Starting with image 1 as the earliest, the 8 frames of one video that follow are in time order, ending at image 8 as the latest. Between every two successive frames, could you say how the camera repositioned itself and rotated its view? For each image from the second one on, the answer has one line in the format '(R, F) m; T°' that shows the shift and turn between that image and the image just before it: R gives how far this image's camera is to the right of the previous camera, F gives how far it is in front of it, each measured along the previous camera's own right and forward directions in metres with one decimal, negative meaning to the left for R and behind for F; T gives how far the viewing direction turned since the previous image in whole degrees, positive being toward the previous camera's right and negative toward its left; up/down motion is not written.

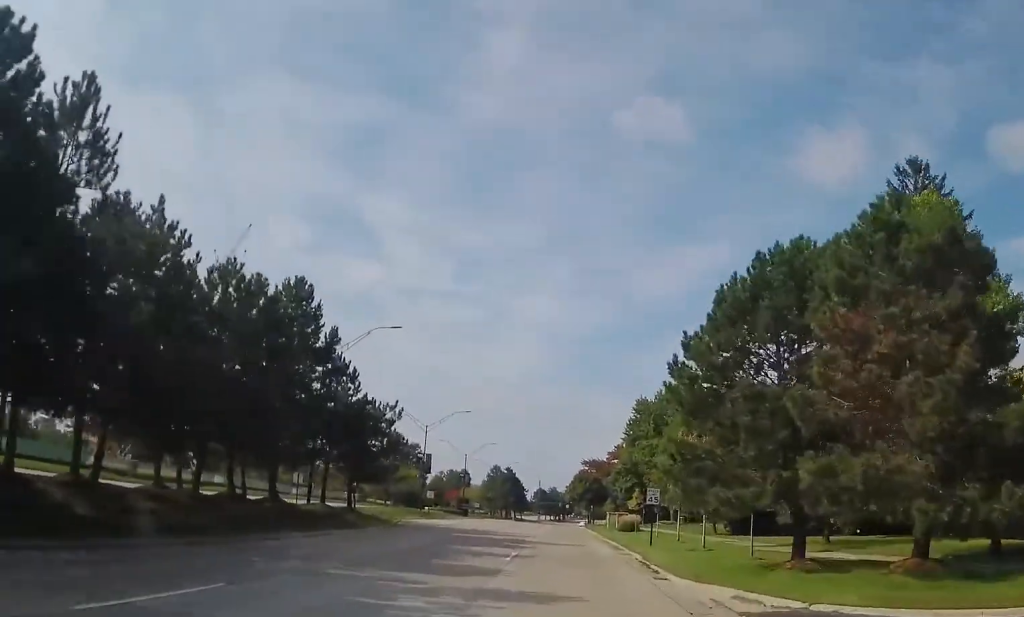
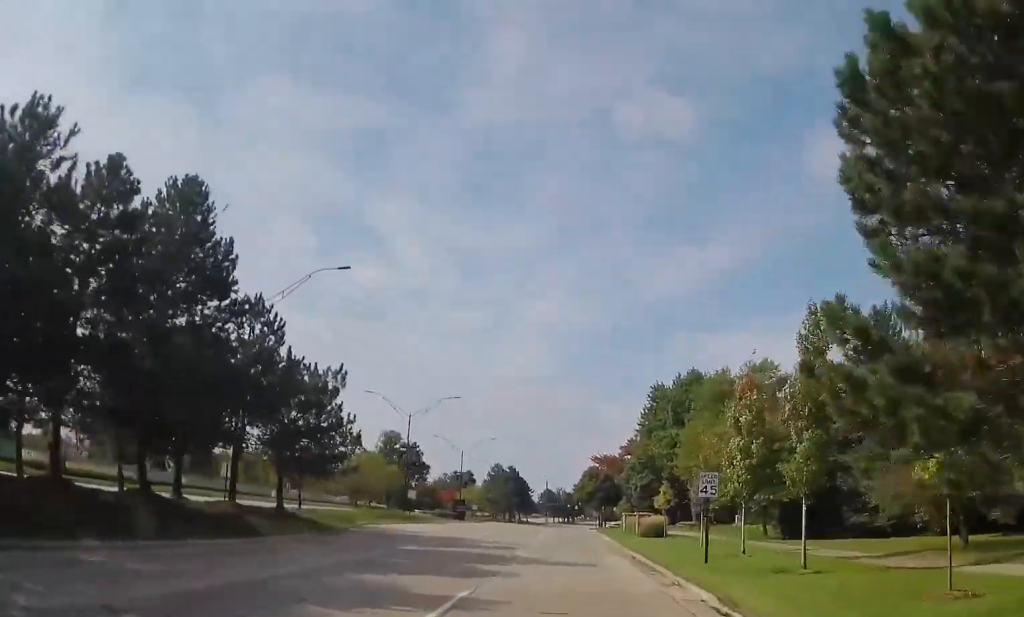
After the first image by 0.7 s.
(+0.1, +12.4) m; -1°
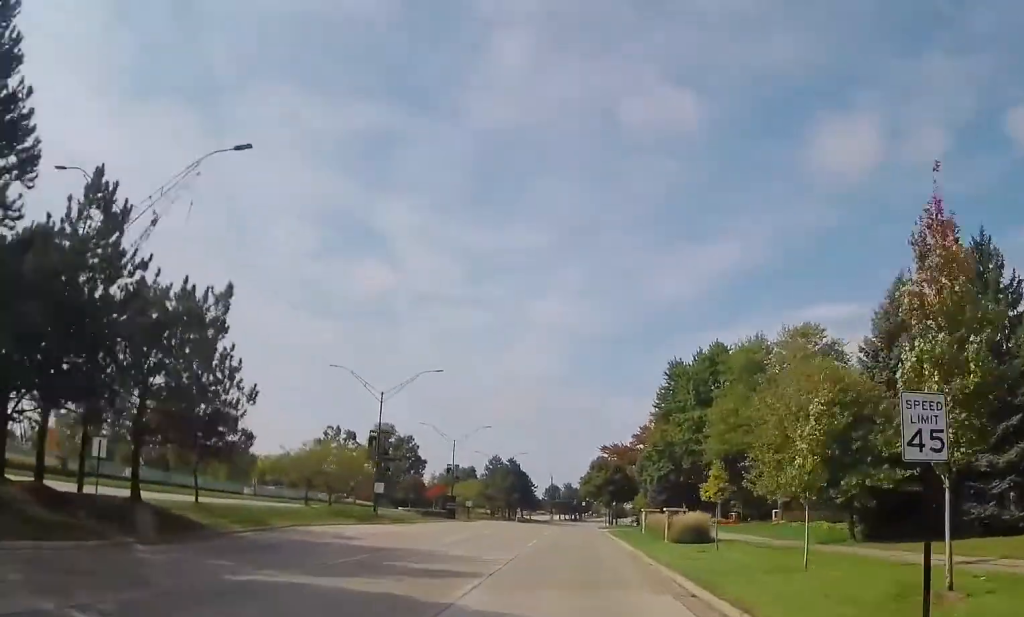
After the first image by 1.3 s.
(-0.4, +12.8) m; -1°
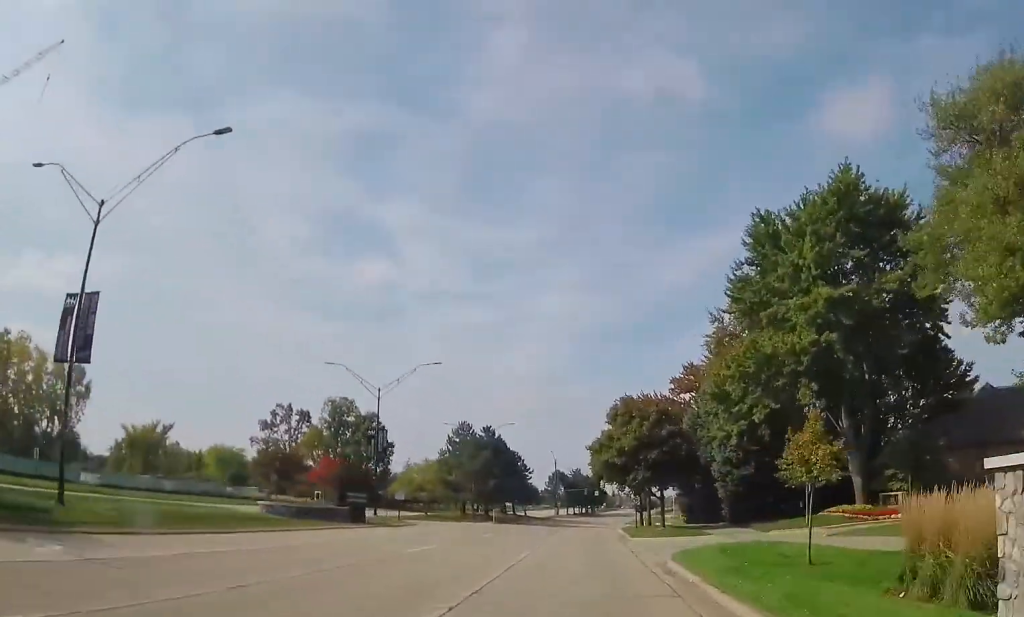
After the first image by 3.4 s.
(+0.1, +41.0) m; 0°
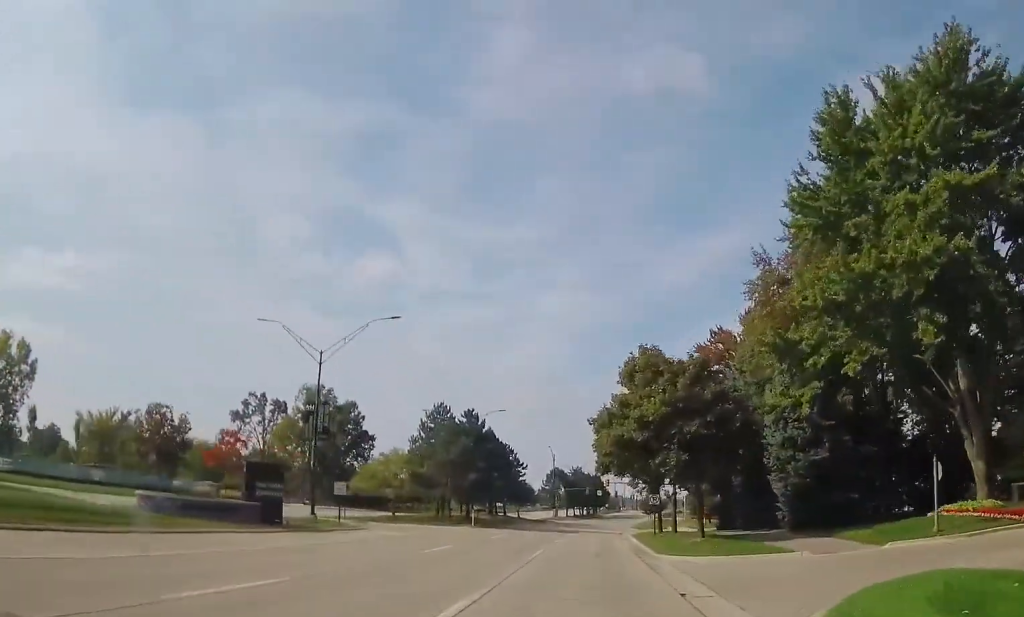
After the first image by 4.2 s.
(-0.2, +14.5) m; -1°
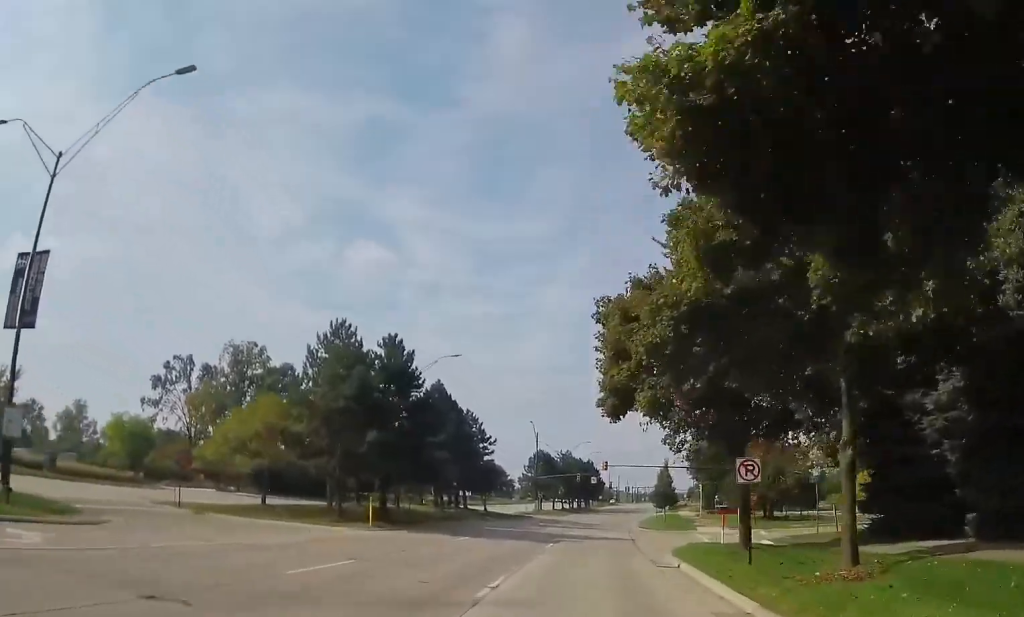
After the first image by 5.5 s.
(-0.5, +27.0) m; 0°
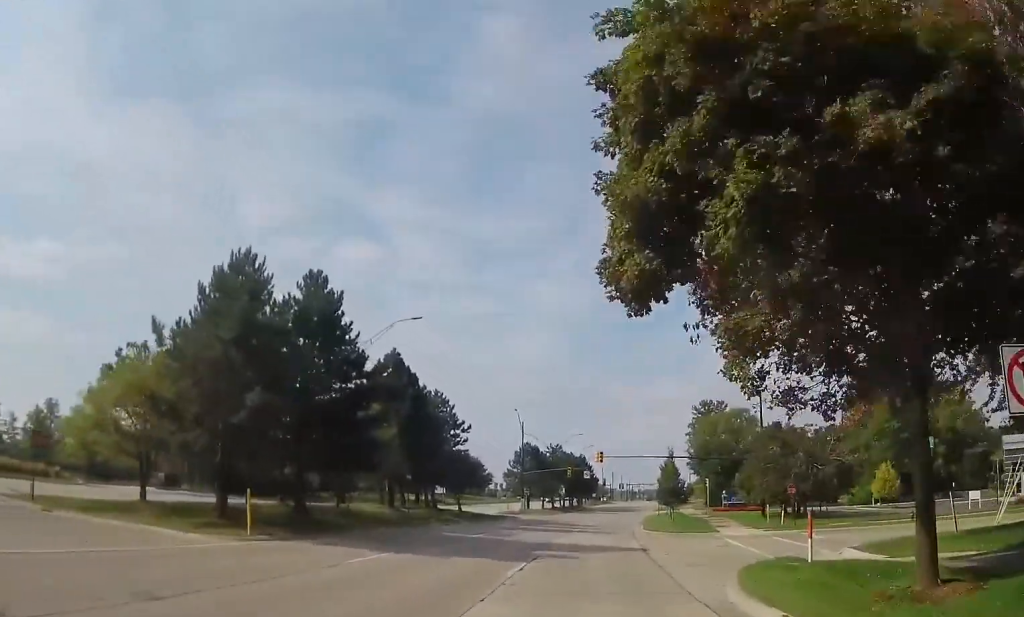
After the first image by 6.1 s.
(+0.2, +11.7) m; +2°
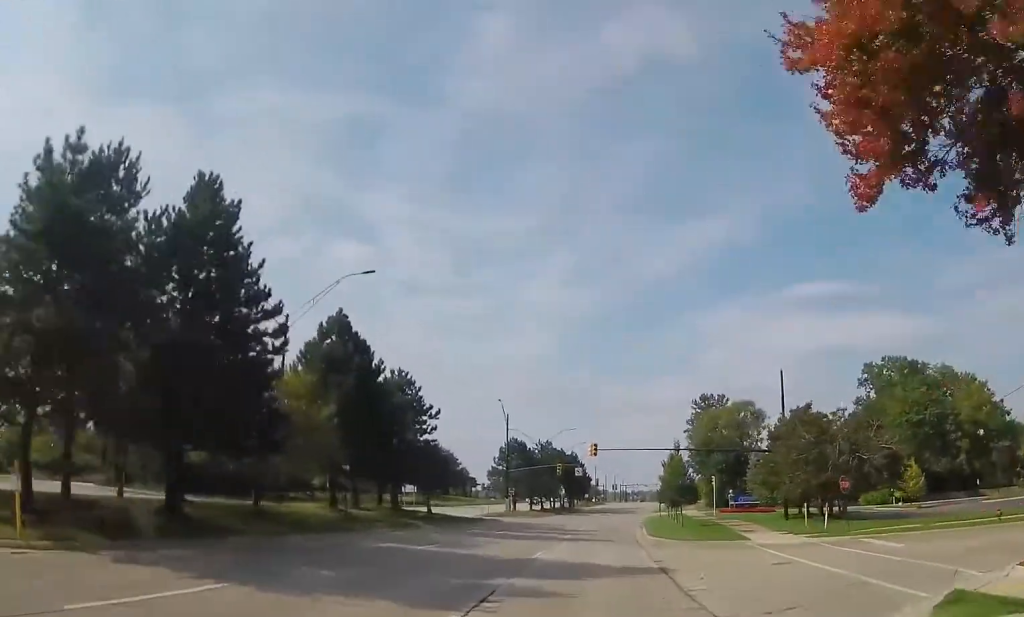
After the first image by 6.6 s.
(0.0, +9.7) m; +2°
